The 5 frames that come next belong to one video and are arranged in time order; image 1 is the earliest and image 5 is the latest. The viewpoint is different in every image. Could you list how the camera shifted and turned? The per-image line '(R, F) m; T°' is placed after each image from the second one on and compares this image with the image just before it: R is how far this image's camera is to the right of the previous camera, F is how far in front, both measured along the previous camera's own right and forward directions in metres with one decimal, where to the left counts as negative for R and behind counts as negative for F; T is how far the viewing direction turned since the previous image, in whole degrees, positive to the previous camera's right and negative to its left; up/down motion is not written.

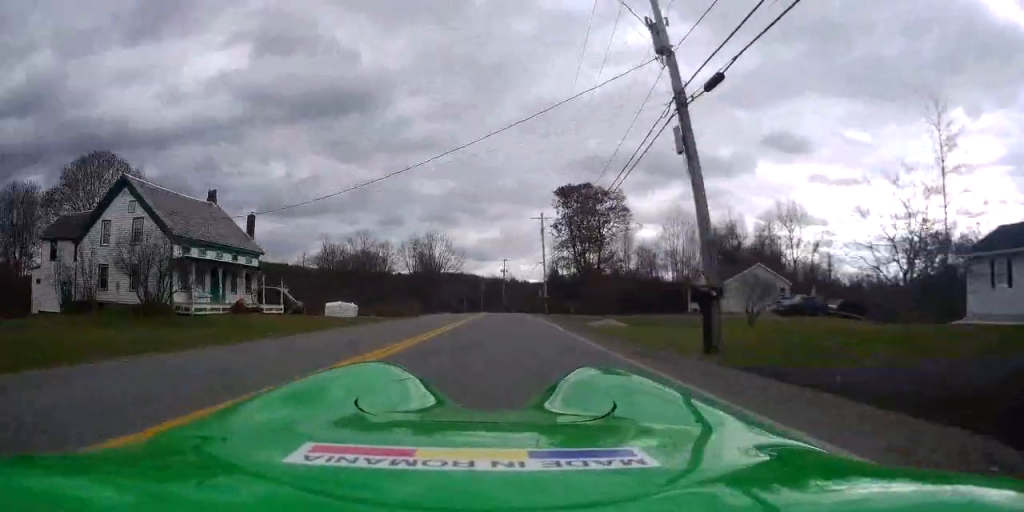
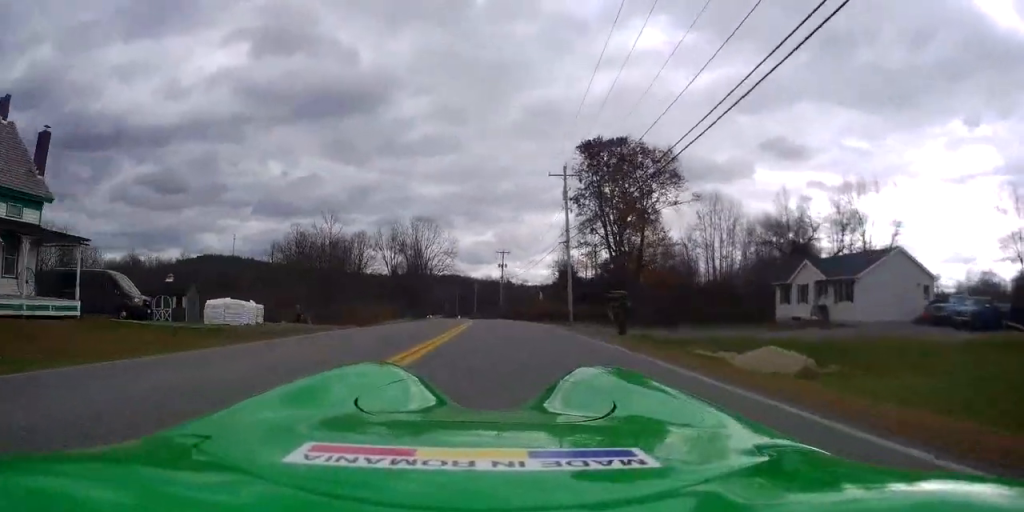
(-0.4, +24.0) m; -1°
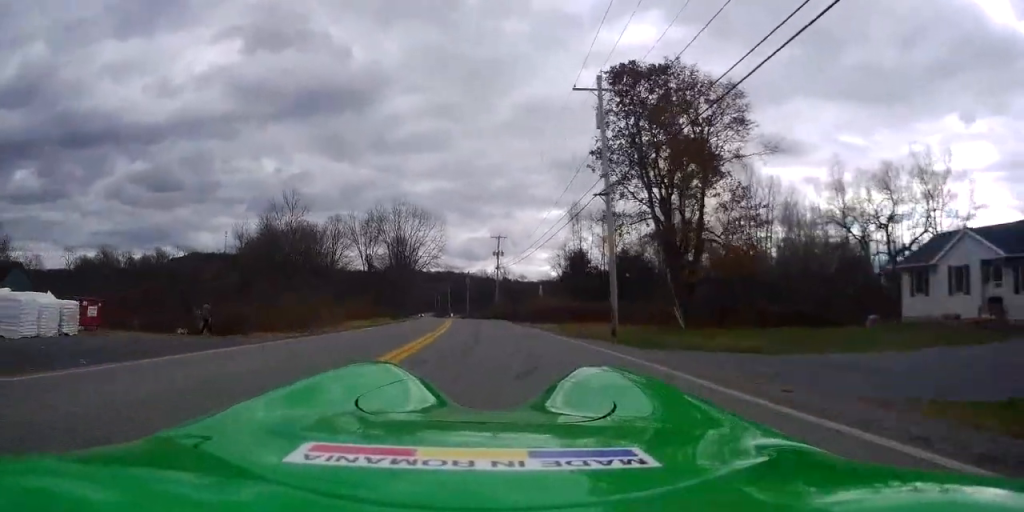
(0.0, +17.6) m; -2°
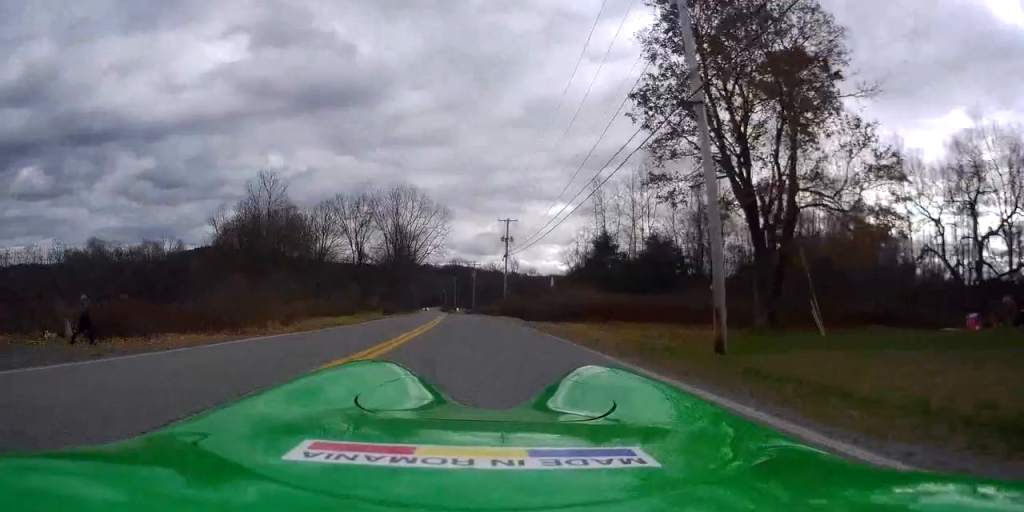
(-0.3, +11.6) m; 0°
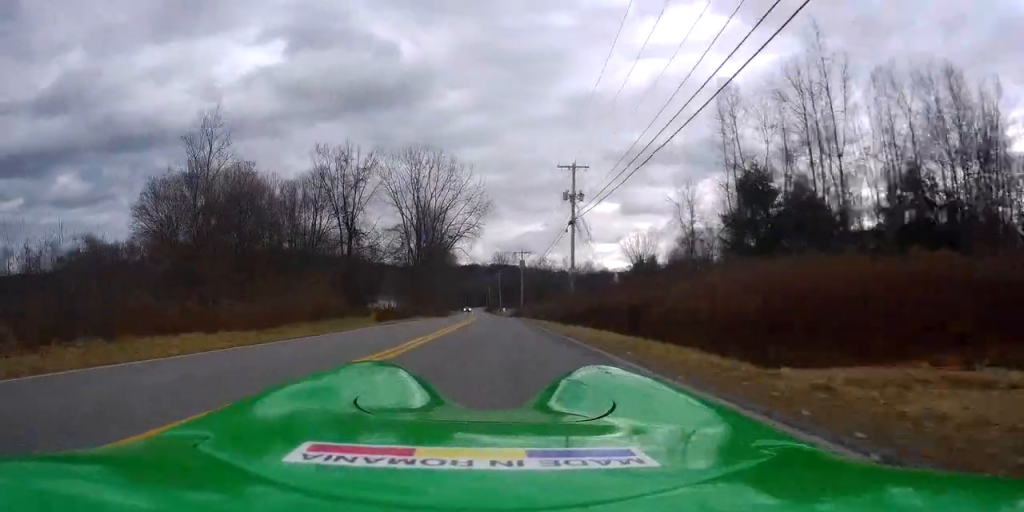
(+0.2, +26.8) m; 0°
